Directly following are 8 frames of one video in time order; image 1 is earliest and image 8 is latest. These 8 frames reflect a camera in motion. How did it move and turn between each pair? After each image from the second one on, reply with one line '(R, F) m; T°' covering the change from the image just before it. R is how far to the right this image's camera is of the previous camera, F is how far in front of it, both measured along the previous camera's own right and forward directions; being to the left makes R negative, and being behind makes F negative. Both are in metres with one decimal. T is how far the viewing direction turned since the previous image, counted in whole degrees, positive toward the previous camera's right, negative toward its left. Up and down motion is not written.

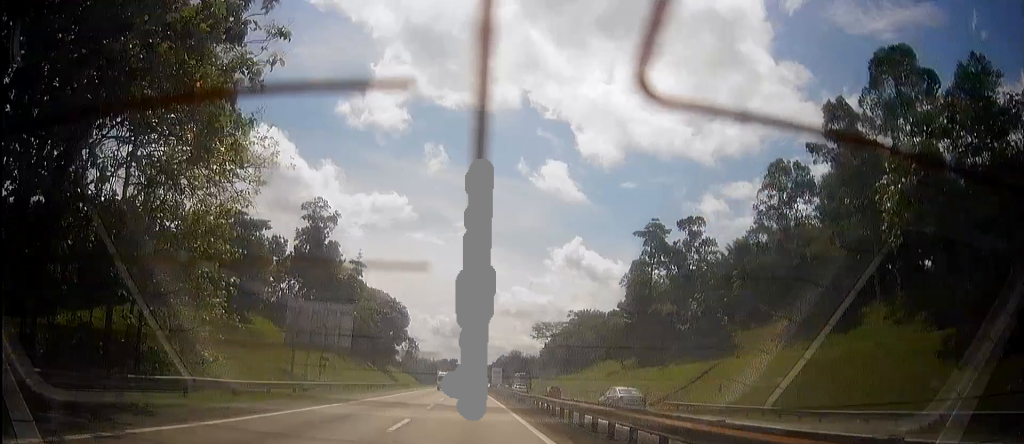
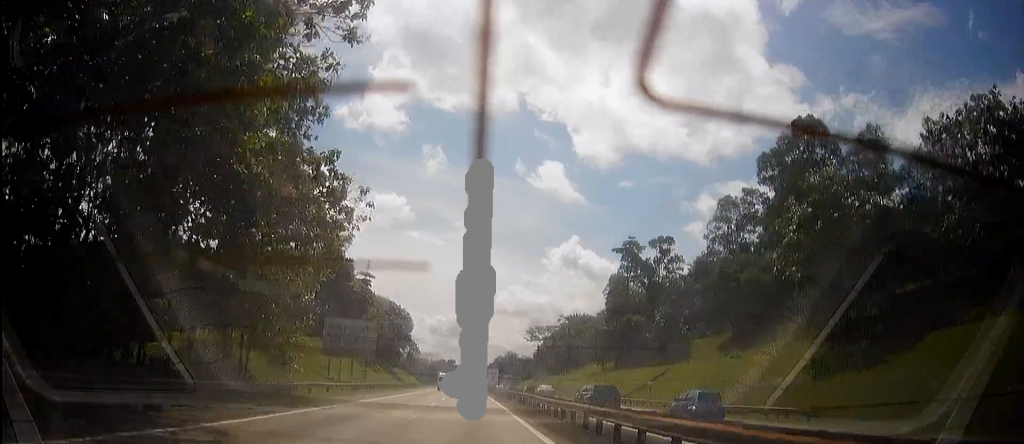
(0.0, +15.4) m; 0°
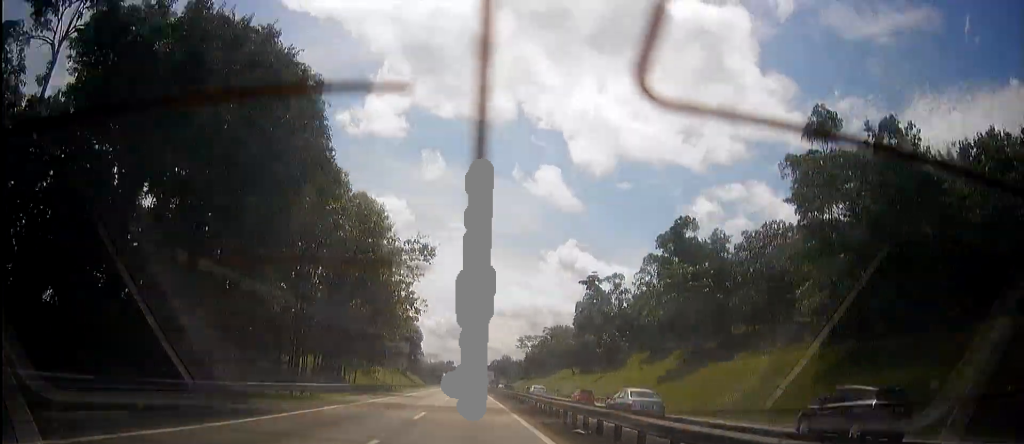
(-0.3, +40.5) m; -1°
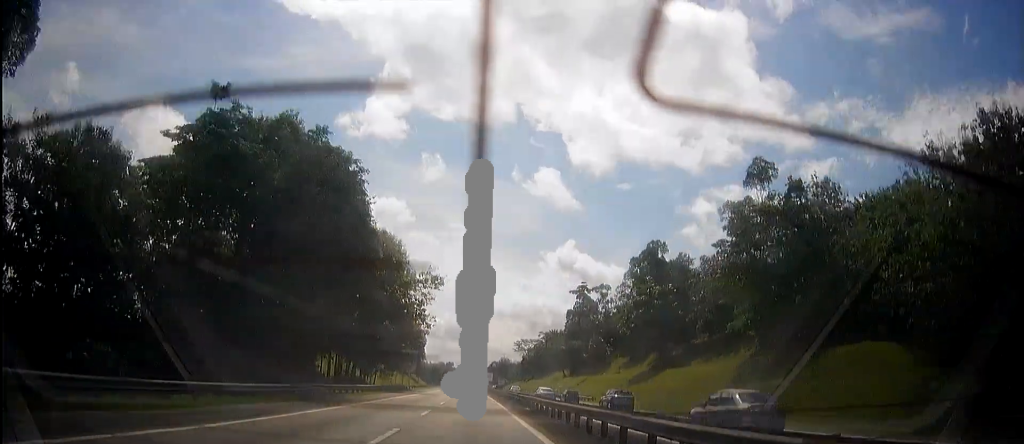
(0.0, +15.6) m; 0°
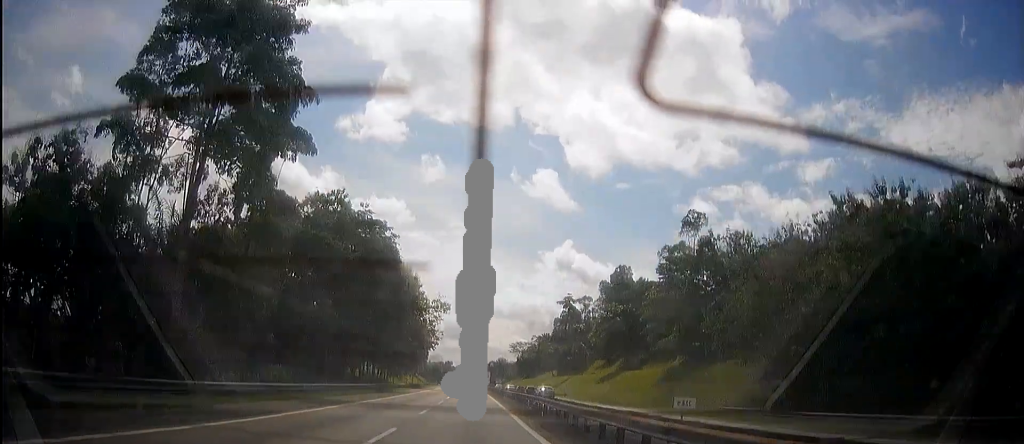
(0.0, +22.9) m; 0°
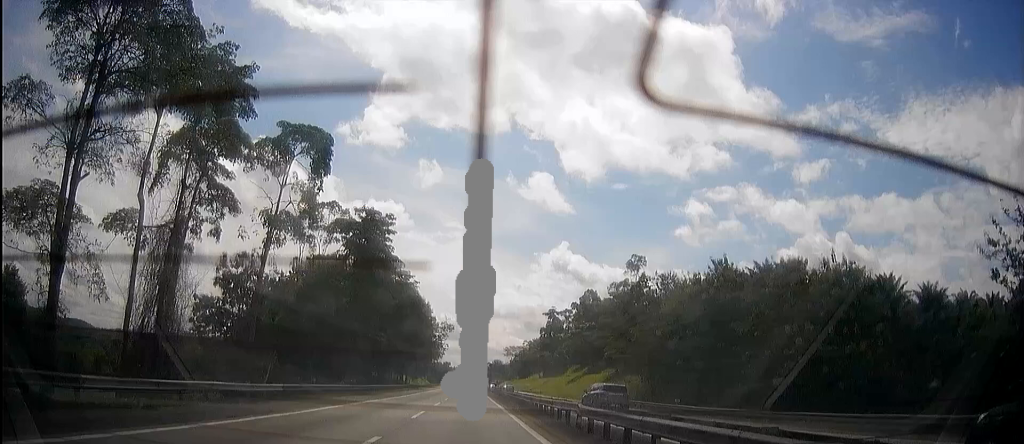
(0.0, +33.8) m; 0°
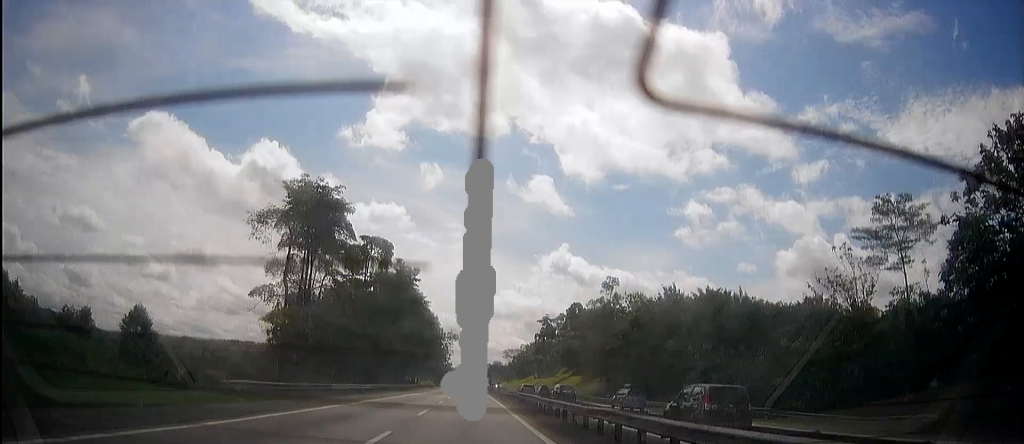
(0.0, +25.4) m; 0°
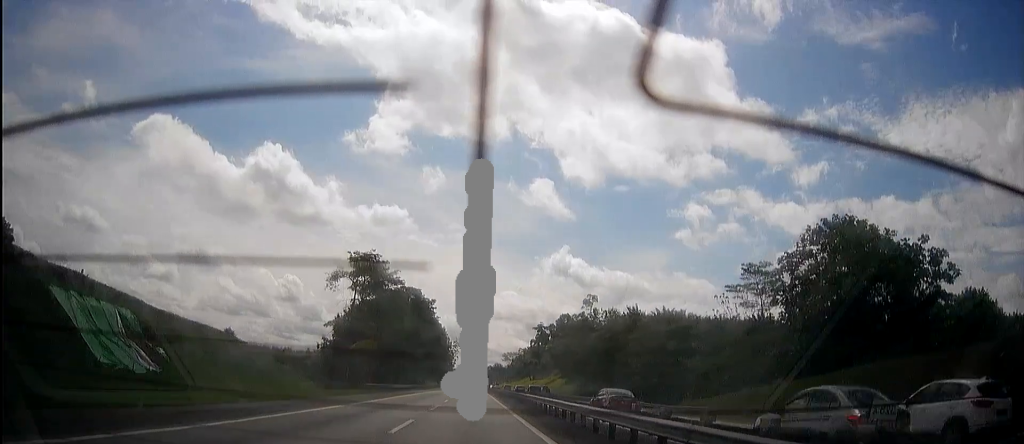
(+0.1, +29.0) m; 0°
